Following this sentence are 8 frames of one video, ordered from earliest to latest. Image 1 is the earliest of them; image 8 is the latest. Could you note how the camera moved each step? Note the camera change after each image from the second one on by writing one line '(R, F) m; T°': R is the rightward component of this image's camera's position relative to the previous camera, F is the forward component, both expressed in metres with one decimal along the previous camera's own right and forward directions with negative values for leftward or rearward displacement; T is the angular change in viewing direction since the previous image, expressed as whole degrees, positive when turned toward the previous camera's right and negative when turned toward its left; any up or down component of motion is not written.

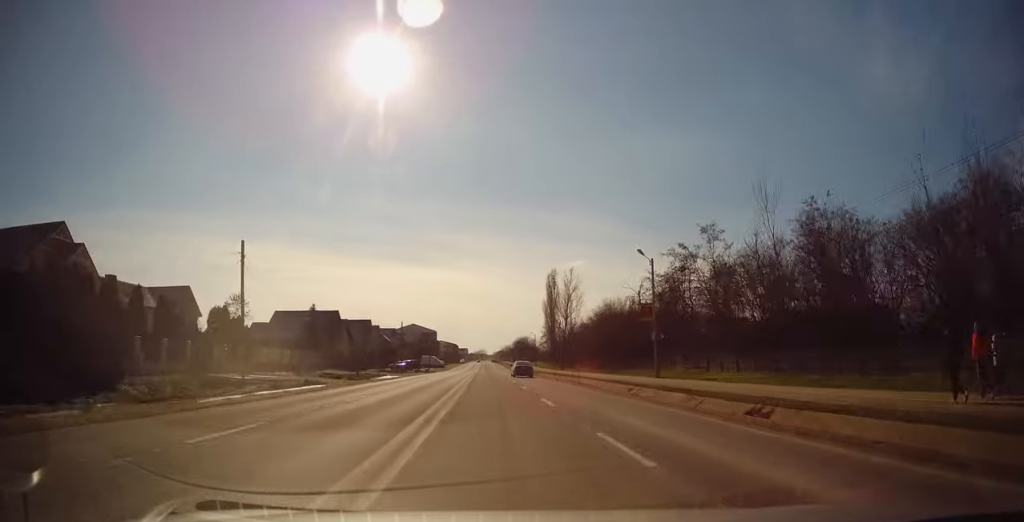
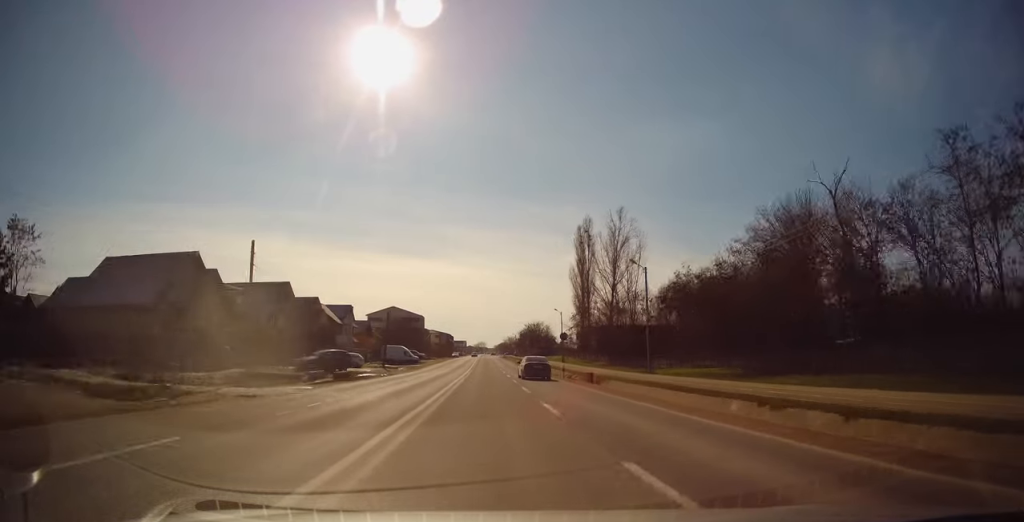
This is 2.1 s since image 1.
(+0.7, +47.3) m; 0°
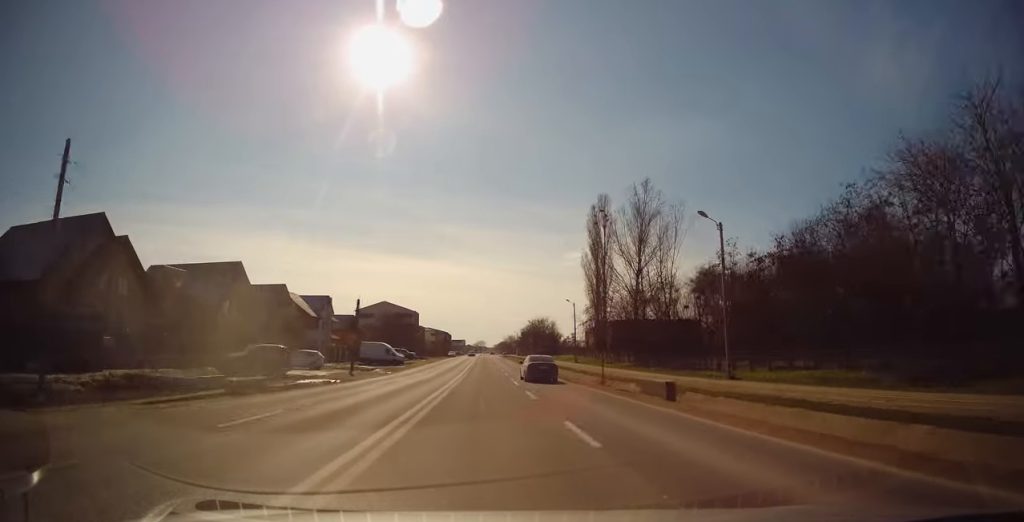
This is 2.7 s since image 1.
(-0.2, +13.6) m; 0°
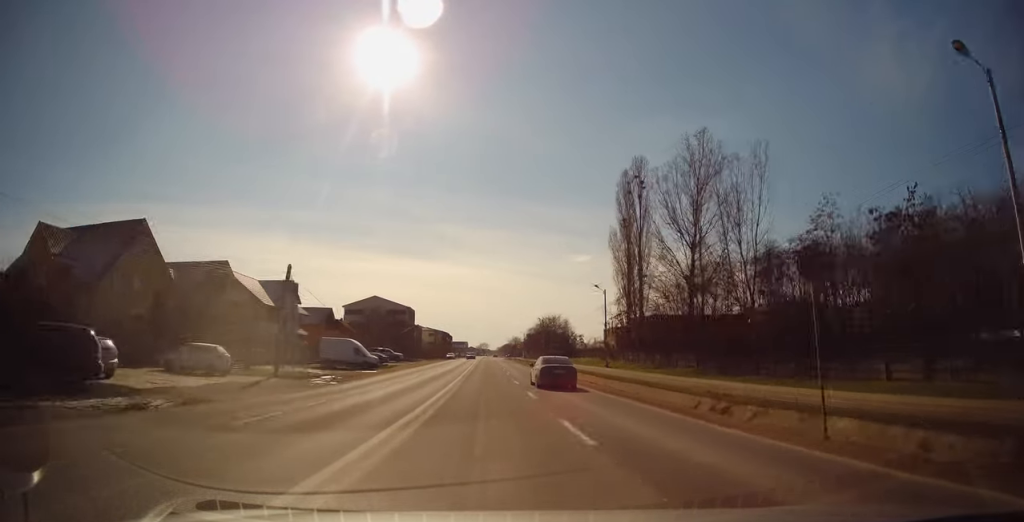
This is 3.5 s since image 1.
(+0.1, +17.4) m; 0°
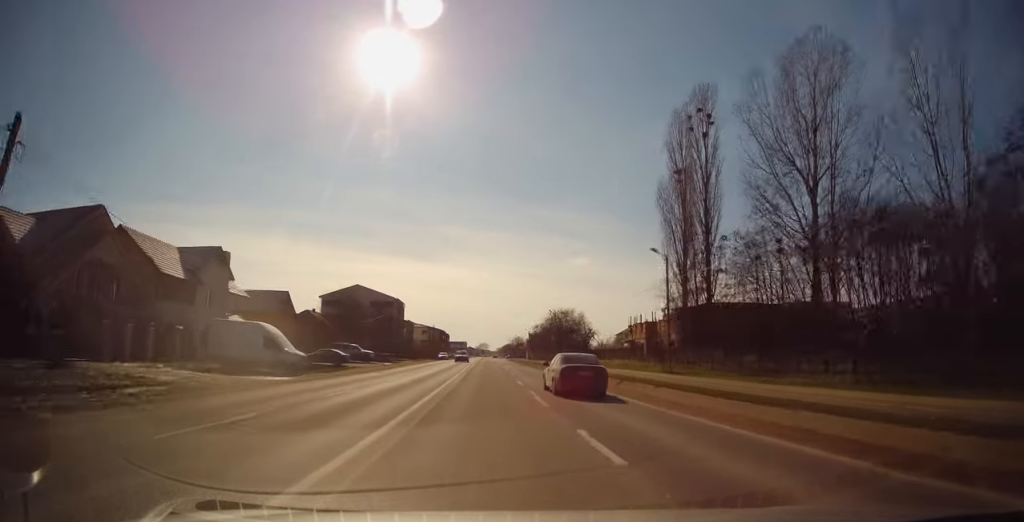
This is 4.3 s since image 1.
(+0.2, +19.8) m; 0°
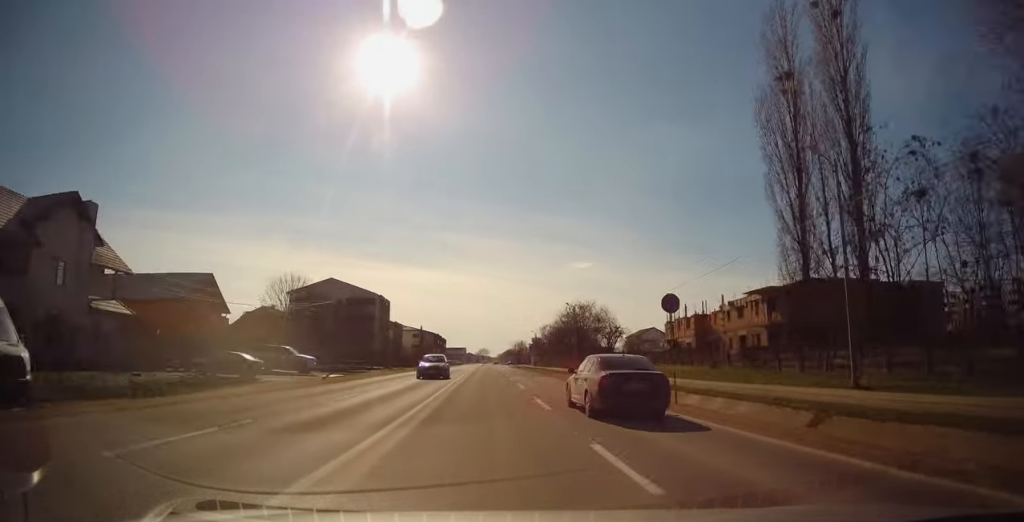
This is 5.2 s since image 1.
(-0.1, +19.9) m; -1°
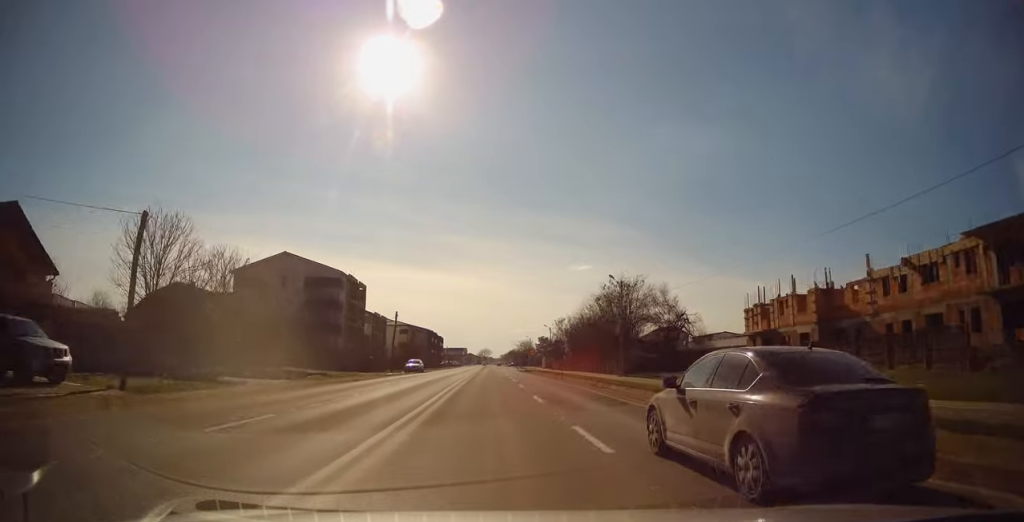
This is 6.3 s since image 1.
(-0.2, +24.5) m; 0°
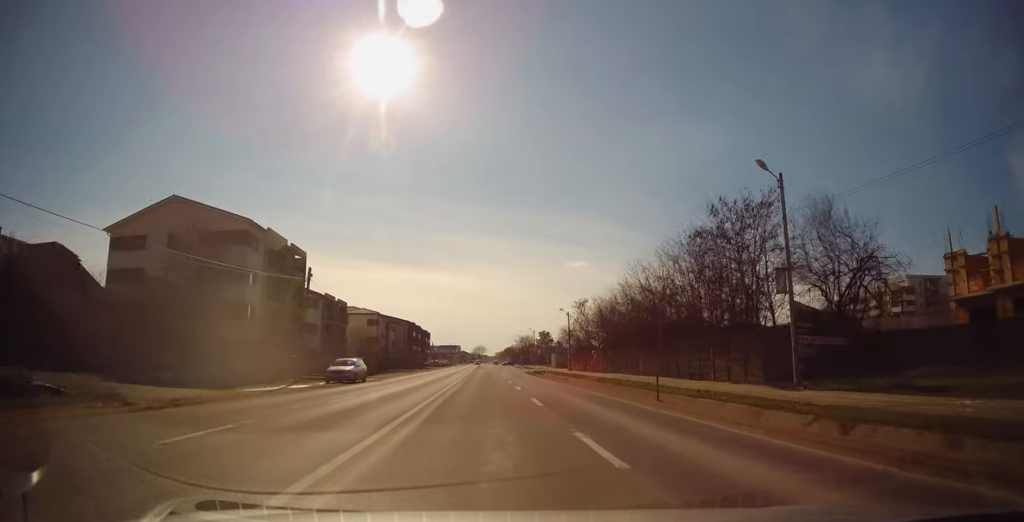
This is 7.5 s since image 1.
(+0.1, +28.0) m; 0°
